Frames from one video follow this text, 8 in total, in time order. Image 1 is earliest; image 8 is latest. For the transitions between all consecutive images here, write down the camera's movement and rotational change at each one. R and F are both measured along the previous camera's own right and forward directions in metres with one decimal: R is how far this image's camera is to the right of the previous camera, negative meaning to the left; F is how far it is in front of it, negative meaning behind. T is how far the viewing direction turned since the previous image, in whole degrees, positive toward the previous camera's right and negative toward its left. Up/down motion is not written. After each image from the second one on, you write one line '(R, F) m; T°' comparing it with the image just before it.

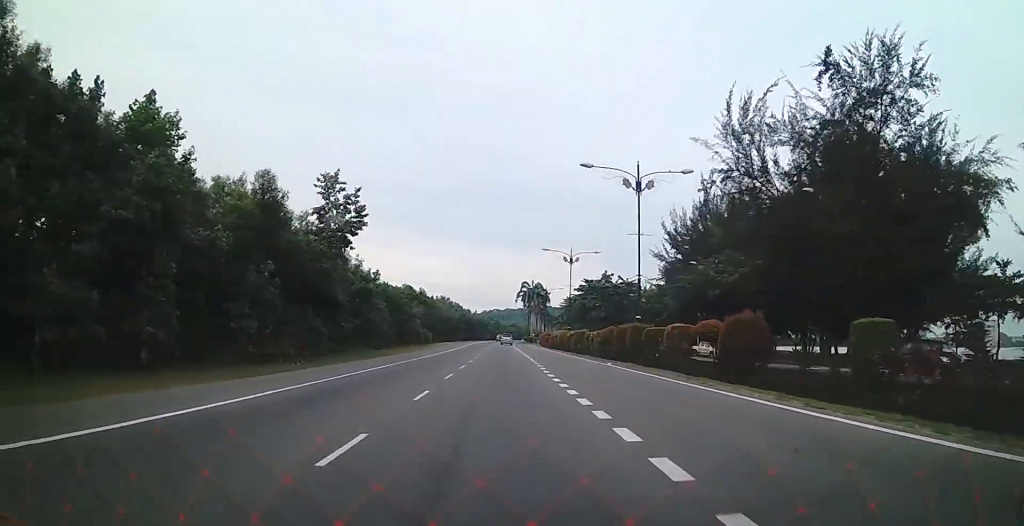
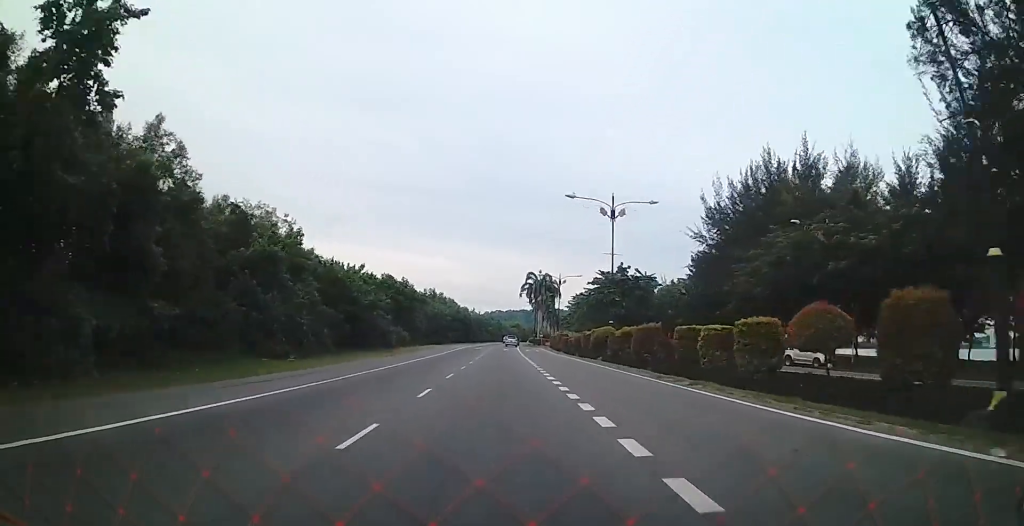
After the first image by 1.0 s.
(-0.1, +22.9) m; 0°
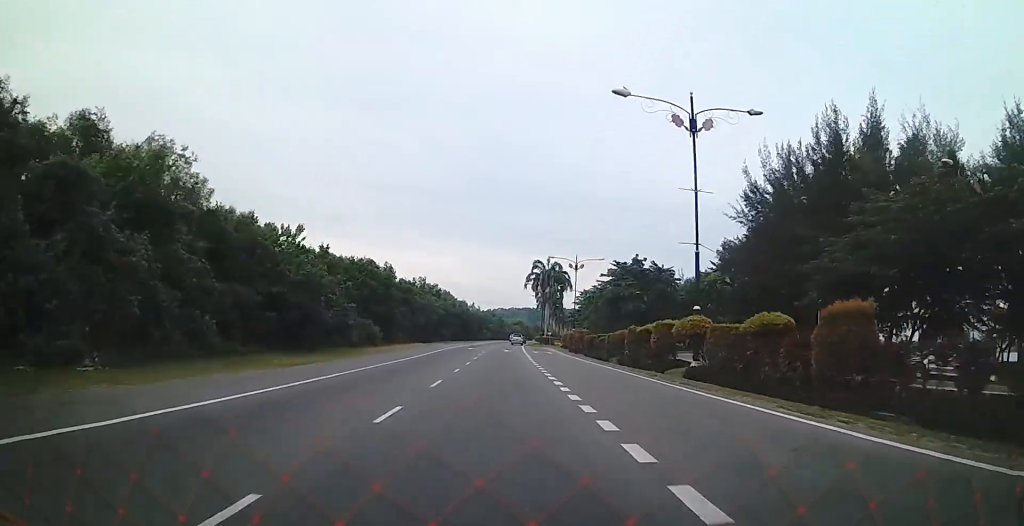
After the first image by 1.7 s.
(0.0, +16.2) m; -1°
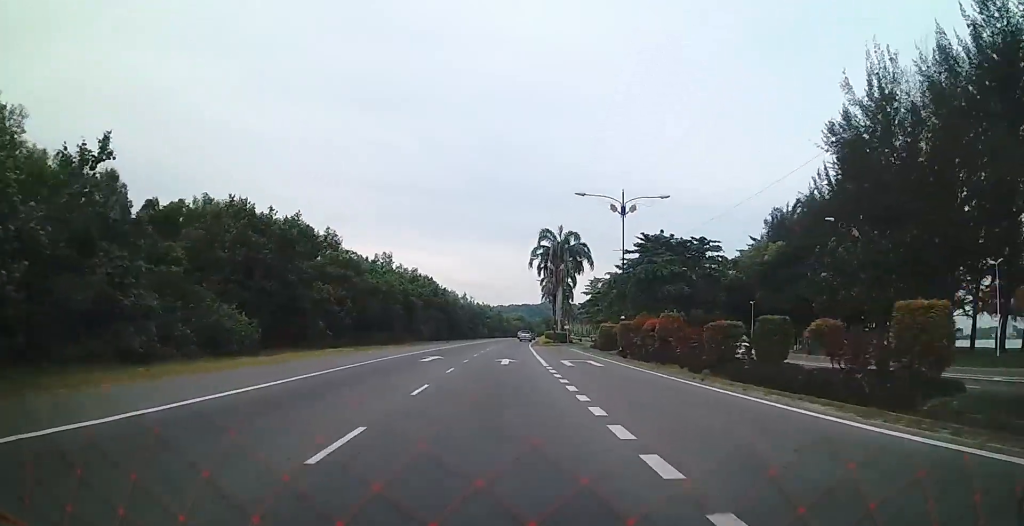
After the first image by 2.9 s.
(-0.4, +27.1) m; -1°
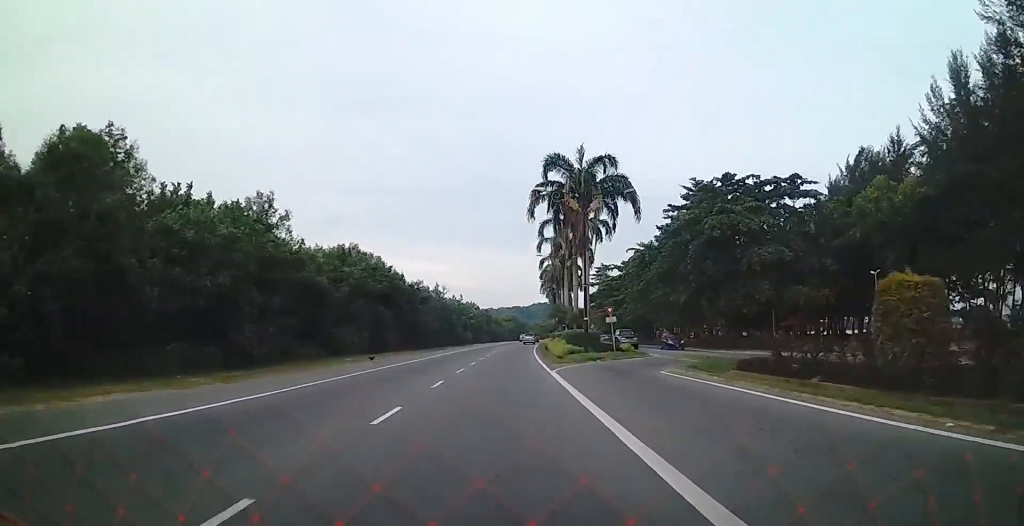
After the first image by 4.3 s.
(+0.4, +33.6) m; +1°
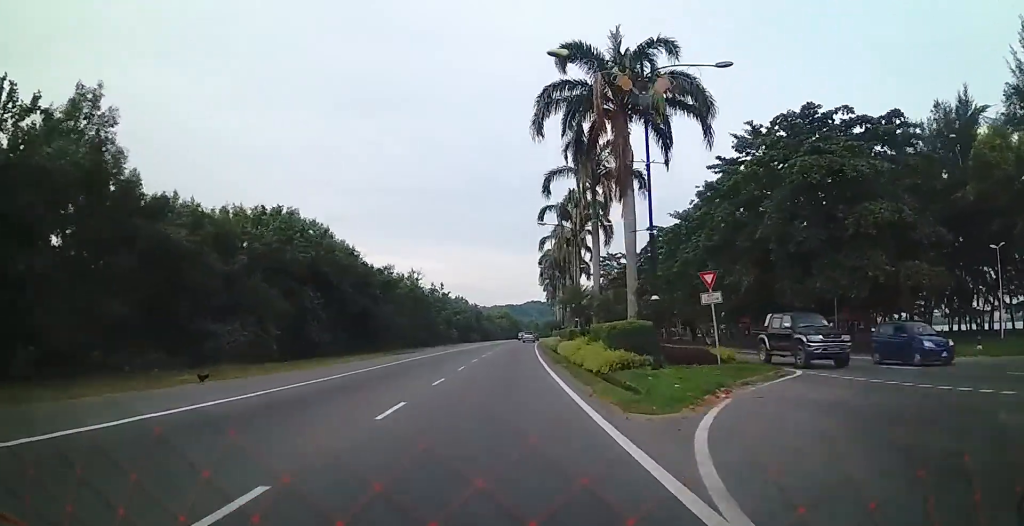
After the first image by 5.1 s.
(0.0, +18.1) m; 0°
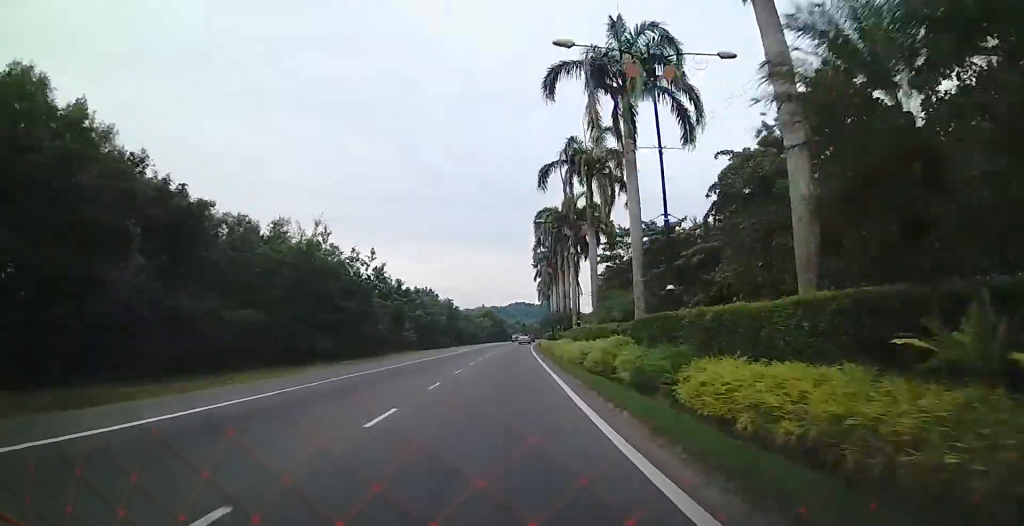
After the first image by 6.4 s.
(+0.2, +31.4) m; +2°
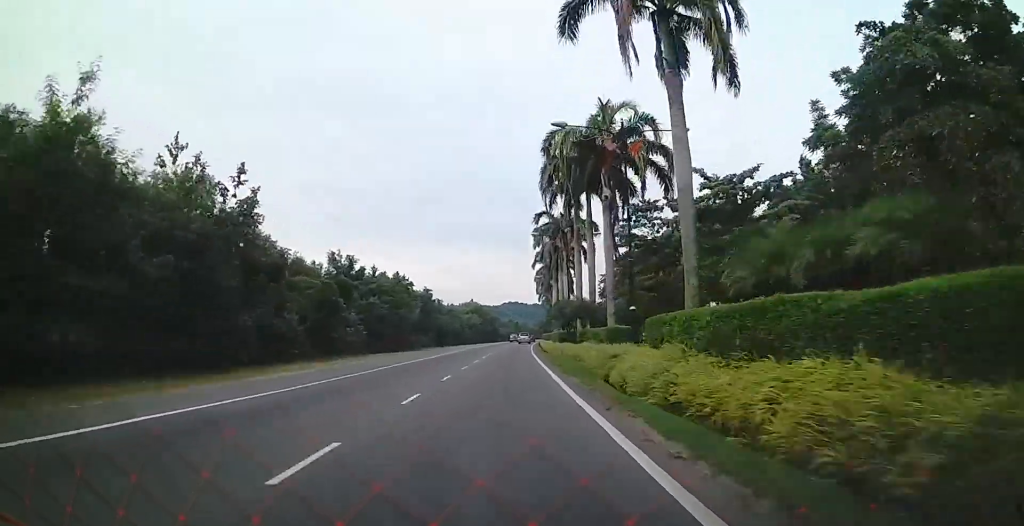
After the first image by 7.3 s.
(+0.4, +21.7) m; +1°
